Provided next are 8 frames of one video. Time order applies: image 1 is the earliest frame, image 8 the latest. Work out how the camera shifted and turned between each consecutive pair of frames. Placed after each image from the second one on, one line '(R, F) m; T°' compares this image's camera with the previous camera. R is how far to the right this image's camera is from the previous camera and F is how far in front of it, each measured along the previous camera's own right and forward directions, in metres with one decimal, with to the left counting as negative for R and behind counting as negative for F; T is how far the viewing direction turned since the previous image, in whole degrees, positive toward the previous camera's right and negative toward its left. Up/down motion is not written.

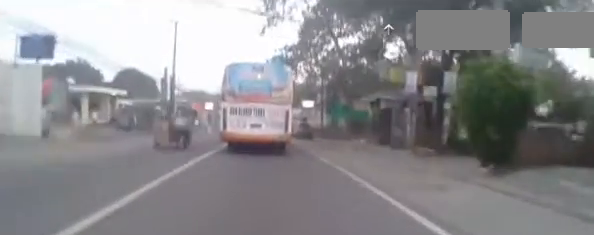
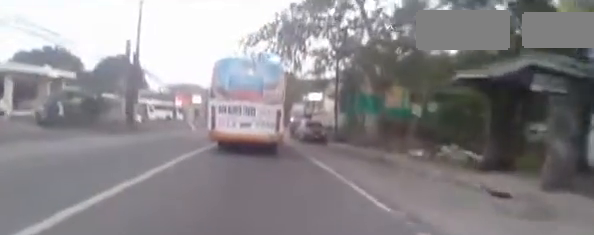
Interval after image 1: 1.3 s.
(+0.4, +10.5) m; +3°
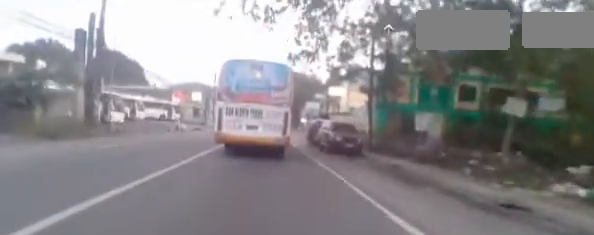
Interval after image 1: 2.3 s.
(+0.1, +8.1) m; -1°
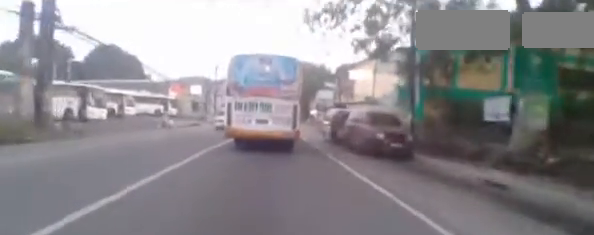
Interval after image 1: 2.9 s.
(-0.1, +5.2) m; -2°
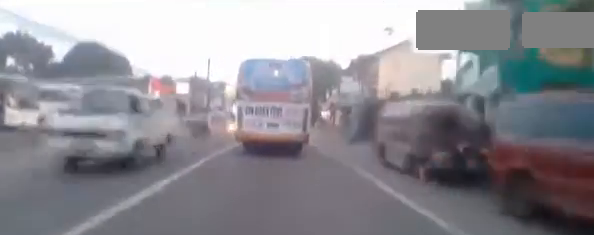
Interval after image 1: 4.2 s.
(-0.2, +10.5) m; +1°
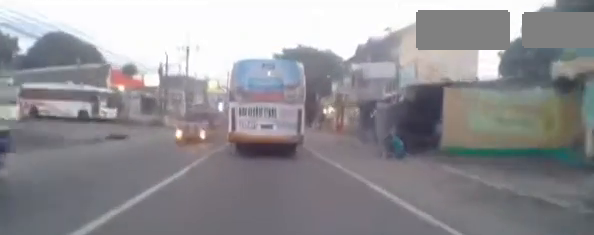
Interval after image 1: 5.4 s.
(+0.3, +9.1) m; +1°
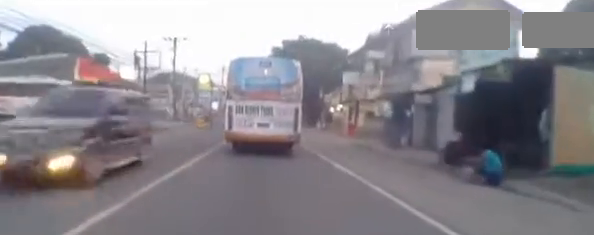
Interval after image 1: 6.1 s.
(+0.1, +6.0) m; -2°
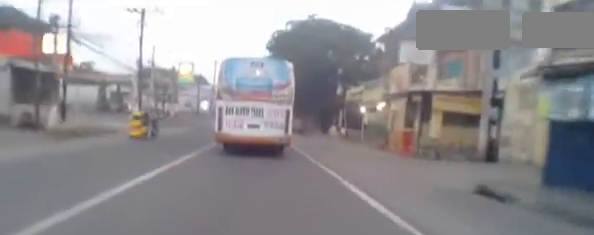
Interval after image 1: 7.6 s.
(-0.2, +11.9) m; +3°
